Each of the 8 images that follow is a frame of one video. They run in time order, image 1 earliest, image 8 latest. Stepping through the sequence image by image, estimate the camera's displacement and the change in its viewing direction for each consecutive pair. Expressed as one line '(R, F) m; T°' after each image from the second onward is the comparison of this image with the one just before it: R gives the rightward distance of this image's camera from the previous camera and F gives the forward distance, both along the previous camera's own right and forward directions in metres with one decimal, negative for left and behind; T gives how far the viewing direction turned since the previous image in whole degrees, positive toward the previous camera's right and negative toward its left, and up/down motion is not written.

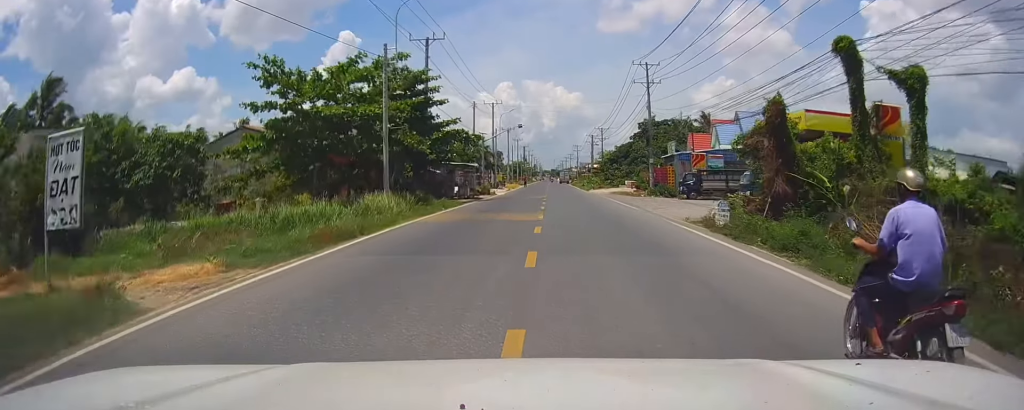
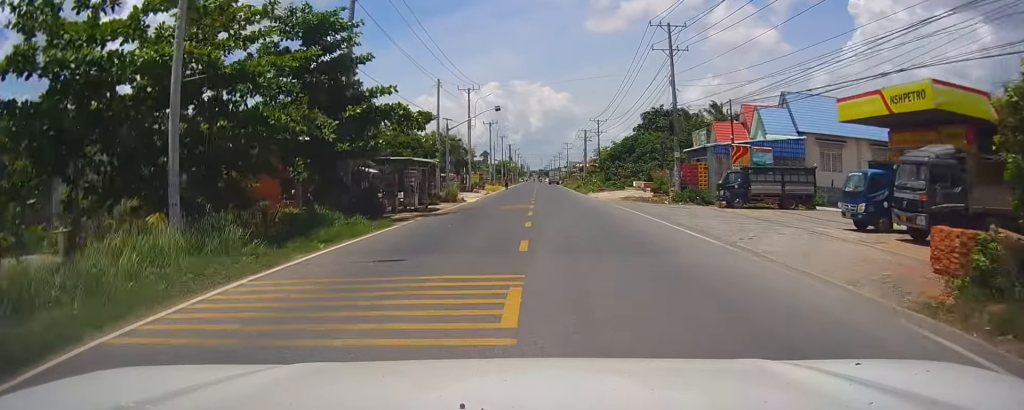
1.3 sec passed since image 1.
(+0.2, +15.7) m; 0°
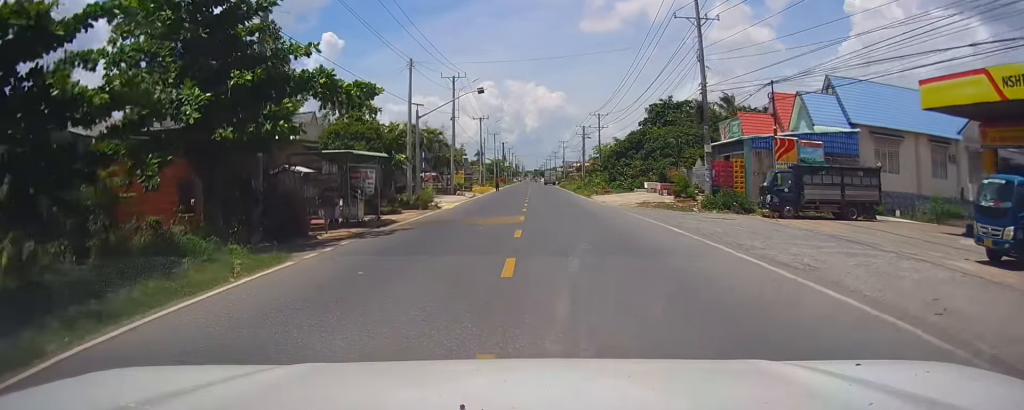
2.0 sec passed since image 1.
(-0.2, +8.3) m; +1°
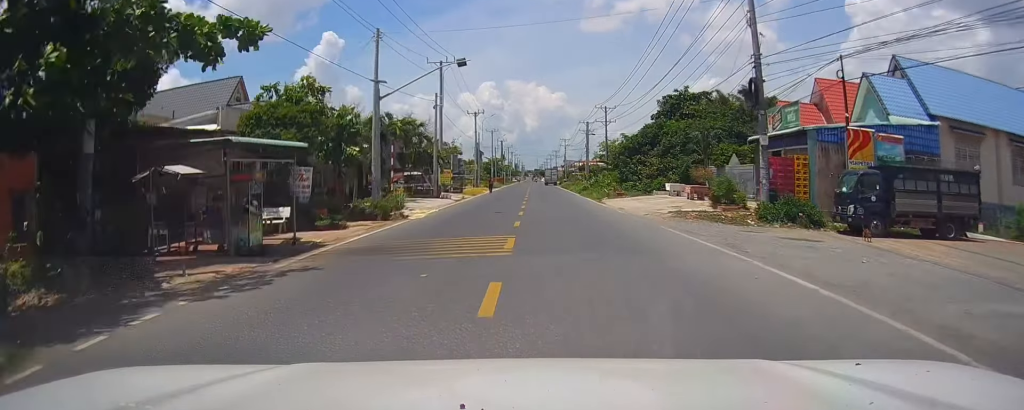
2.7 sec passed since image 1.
(+0.1, +9.1) m; 0°
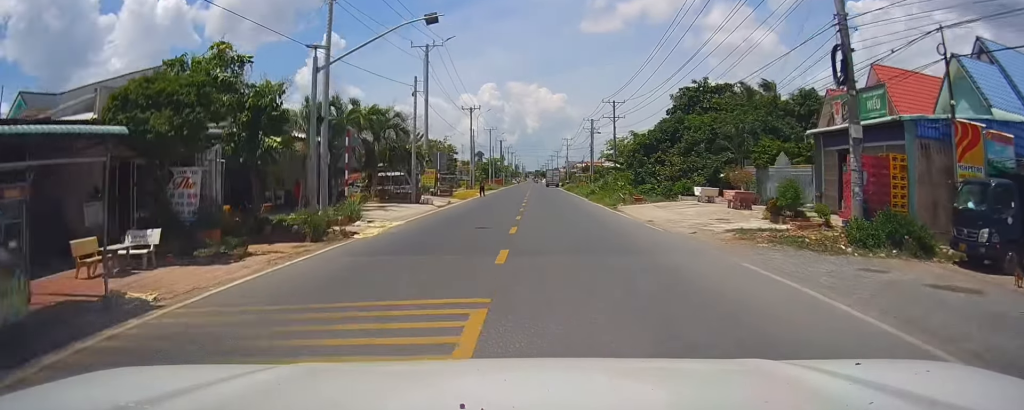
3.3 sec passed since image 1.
(+0.3, +7.8) m; 0°
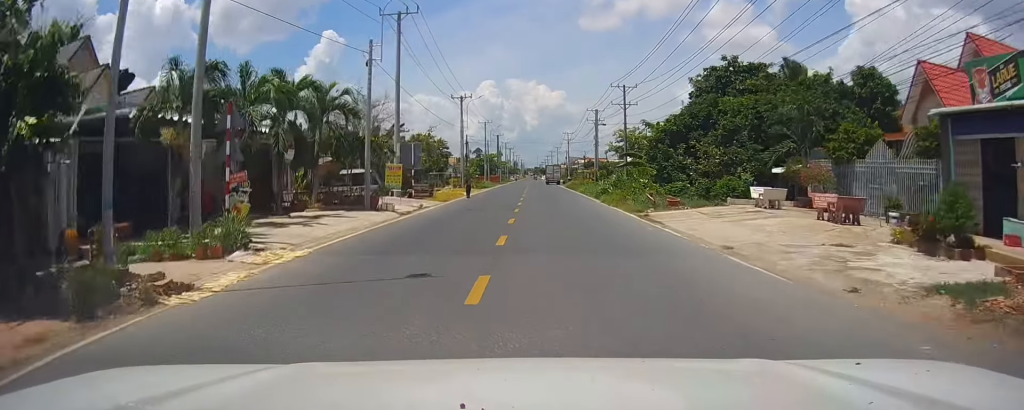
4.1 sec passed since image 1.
(-0.5, +10.0) m; 0°
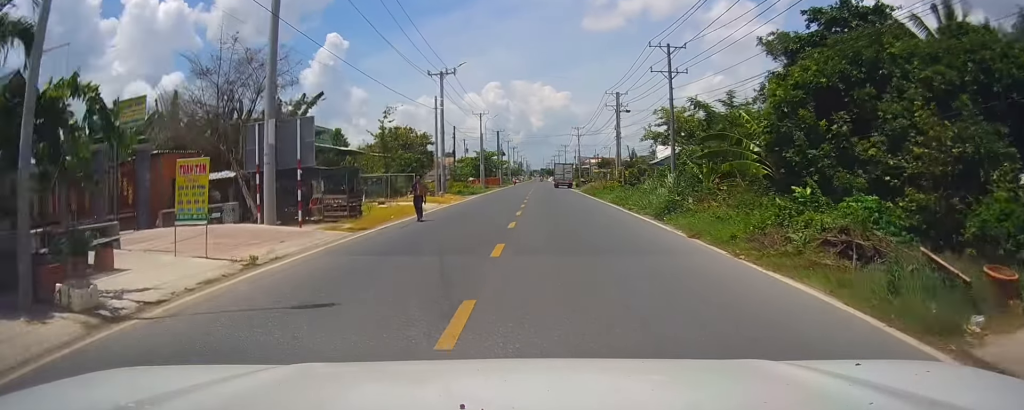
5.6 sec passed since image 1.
(+0.4, +19.2) m; -1°
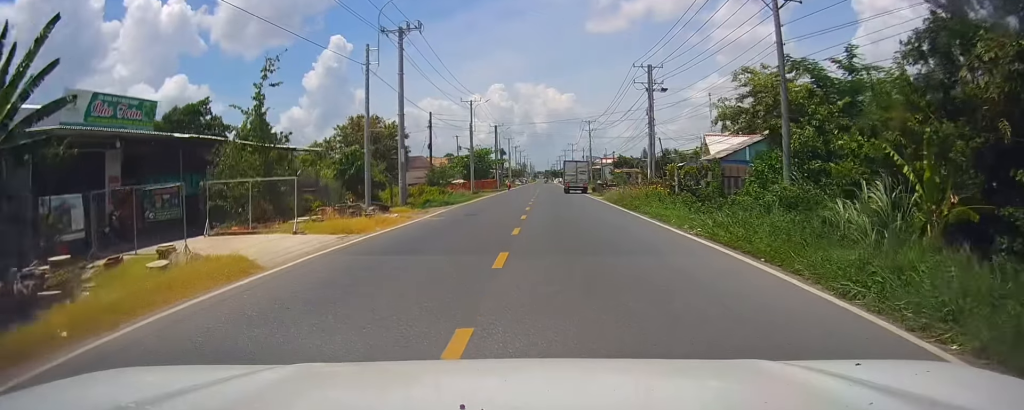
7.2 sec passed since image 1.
(-0.7, +19.8) m; -2°
